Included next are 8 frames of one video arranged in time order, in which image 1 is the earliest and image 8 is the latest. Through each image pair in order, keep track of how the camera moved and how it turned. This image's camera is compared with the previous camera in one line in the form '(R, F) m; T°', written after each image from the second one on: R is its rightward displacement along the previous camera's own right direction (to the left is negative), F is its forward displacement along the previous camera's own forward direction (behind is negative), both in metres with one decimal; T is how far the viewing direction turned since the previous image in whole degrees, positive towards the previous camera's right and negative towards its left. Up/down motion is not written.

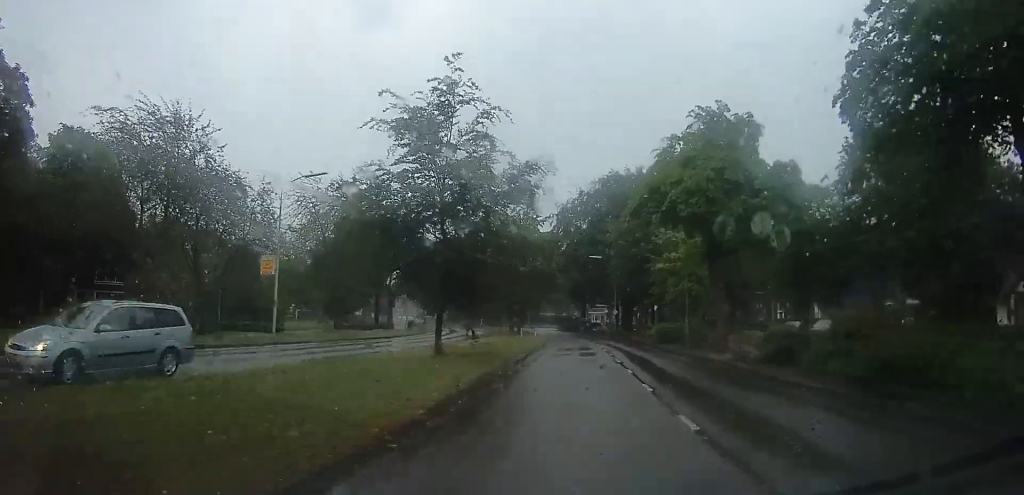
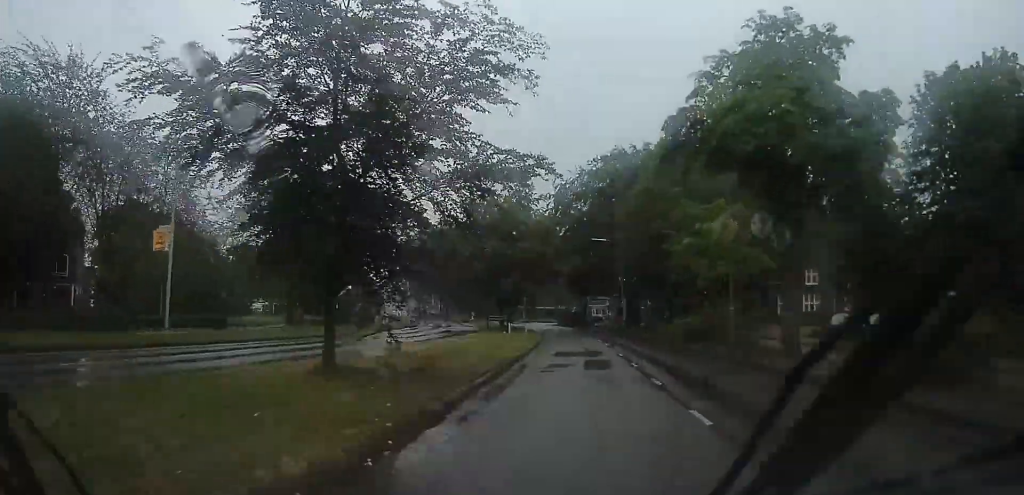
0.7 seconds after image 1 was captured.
(0.0, +7.8) m; 0°
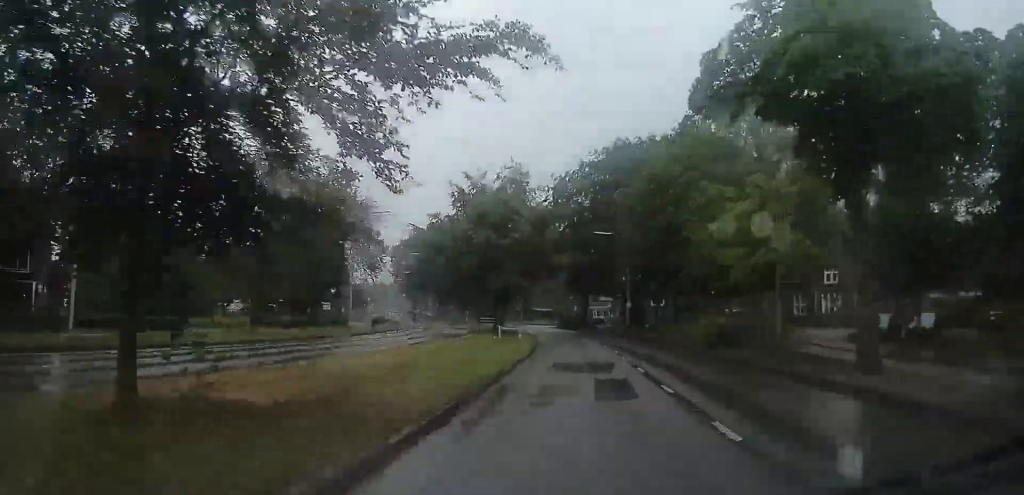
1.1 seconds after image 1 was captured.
(0.0, +4.9) m; 0°
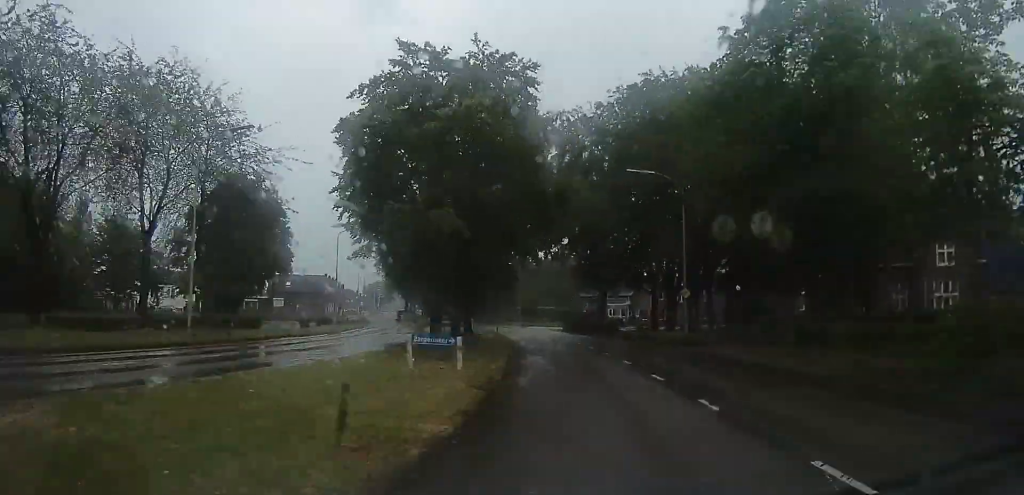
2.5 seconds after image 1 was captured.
(-0.2, +17.7) m; -1°
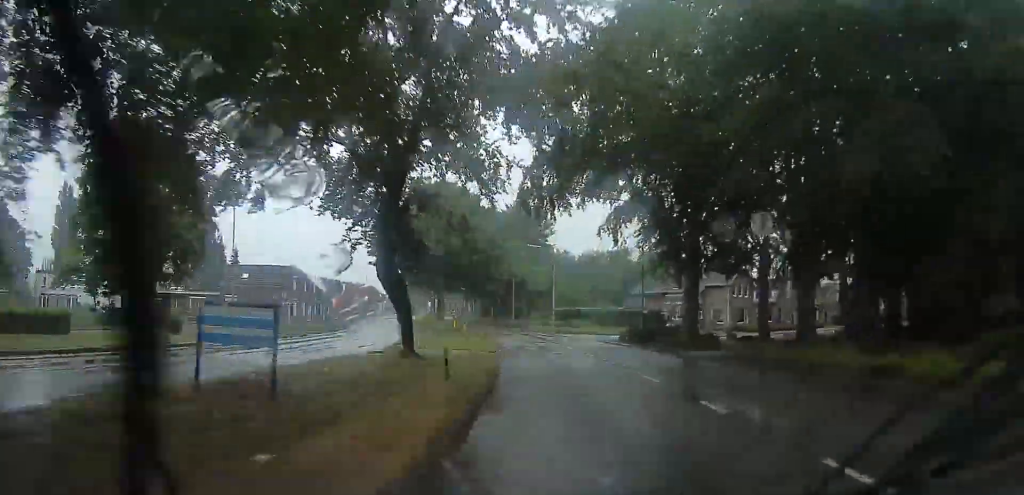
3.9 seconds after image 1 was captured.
(-0.1, +19.4) m; 0°
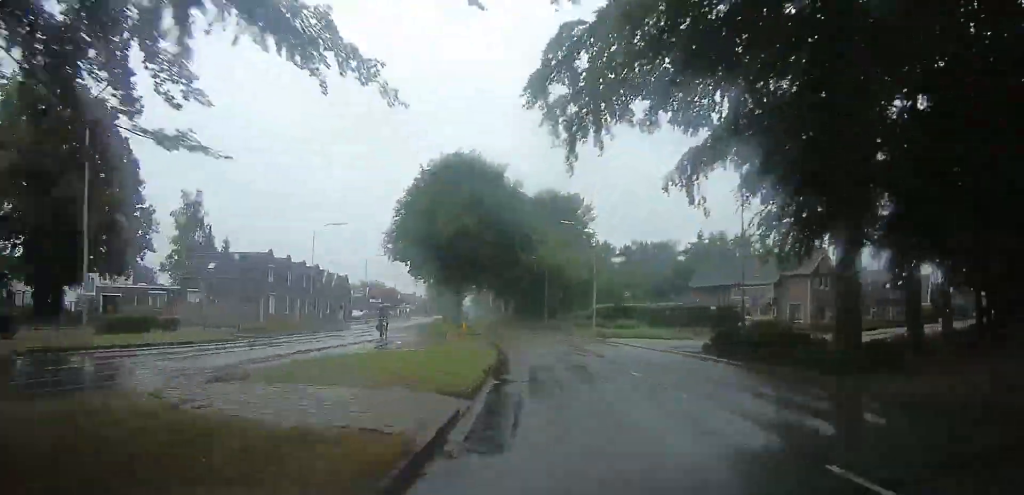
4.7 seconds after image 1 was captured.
(0.0, +11.8) m; -1°
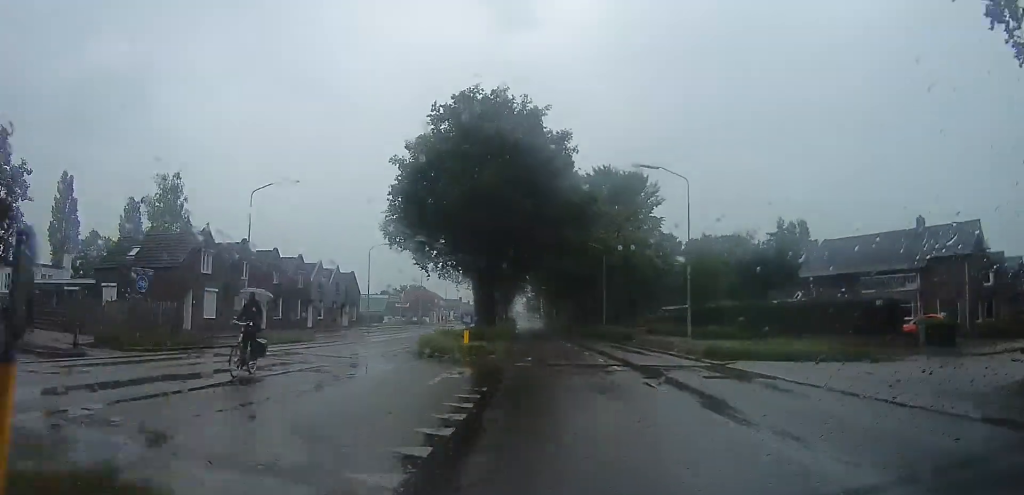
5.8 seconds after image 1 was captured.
(-0.5, +15.7) m; -8°
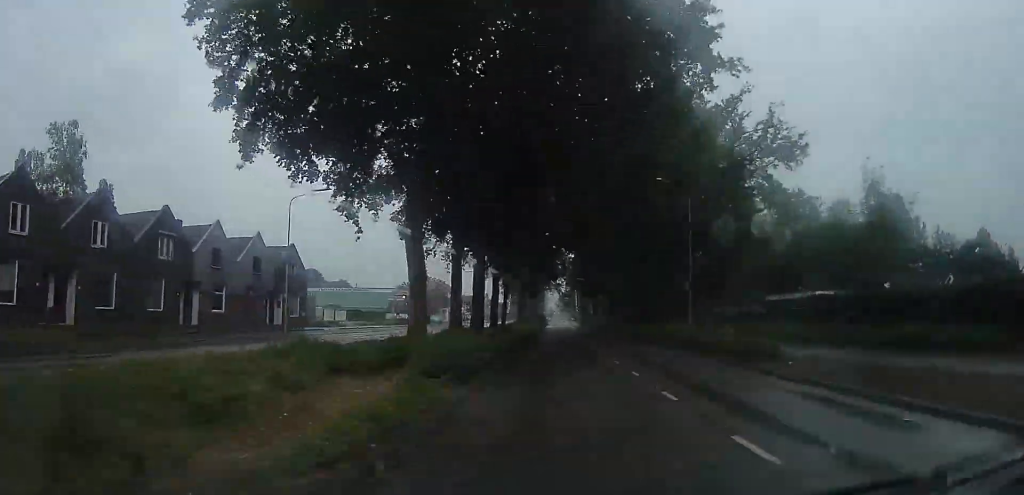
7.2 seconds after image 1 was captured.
(-3.2, +20.8) m; -11°
